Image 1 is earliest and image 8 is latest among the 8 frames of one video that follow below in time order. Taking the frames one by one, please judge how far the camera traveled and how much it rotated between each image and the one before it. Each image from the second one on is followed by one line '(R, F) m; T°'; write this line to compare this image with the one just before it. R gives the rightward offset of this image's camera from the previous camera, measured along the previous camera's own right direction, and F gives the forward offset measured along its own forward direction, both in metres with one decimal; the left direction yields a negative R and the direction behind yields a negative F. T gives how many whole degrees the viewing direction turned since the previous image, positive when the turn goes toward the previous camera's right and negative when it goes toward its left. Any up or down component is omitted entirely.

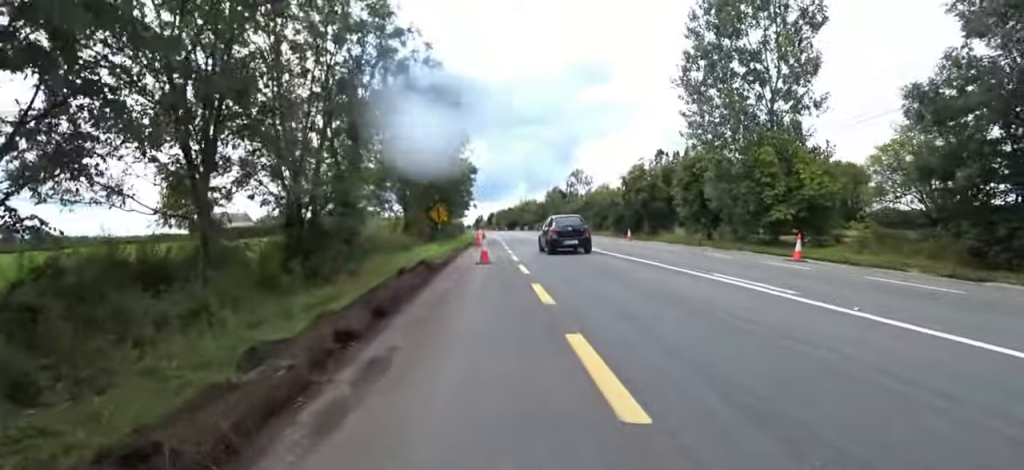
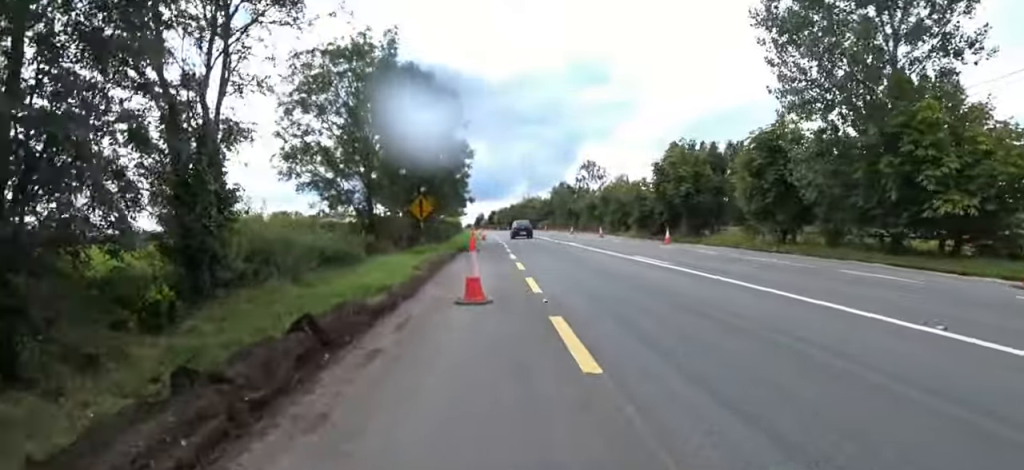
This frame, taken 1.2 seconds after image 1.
(0.0, +7.1) m; +2°
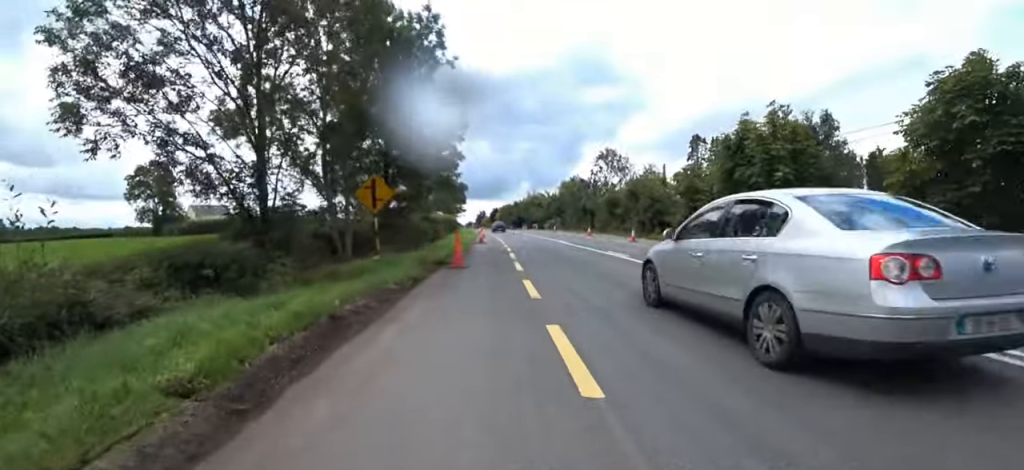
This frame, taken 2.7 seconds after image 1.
(+0.9, +8.4) m; +5°
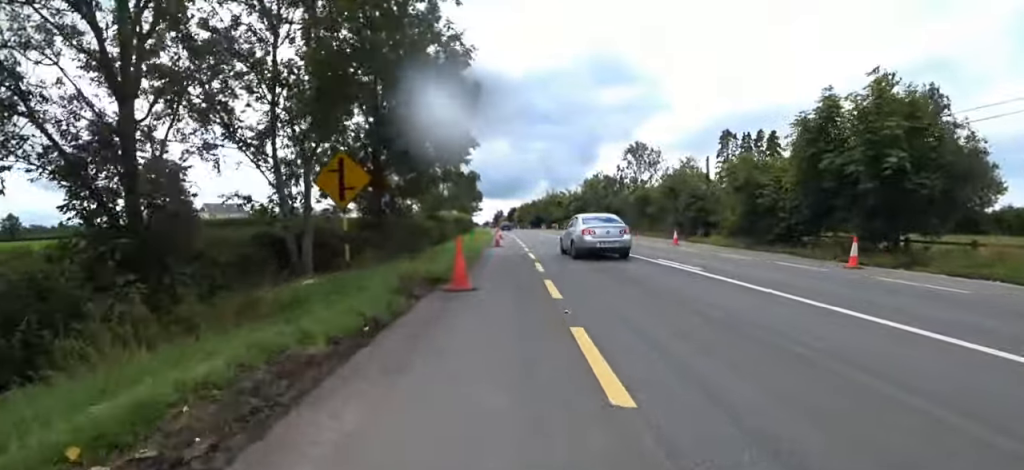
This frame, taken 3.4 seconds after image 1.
(-0.2, +4.2) m; 0°
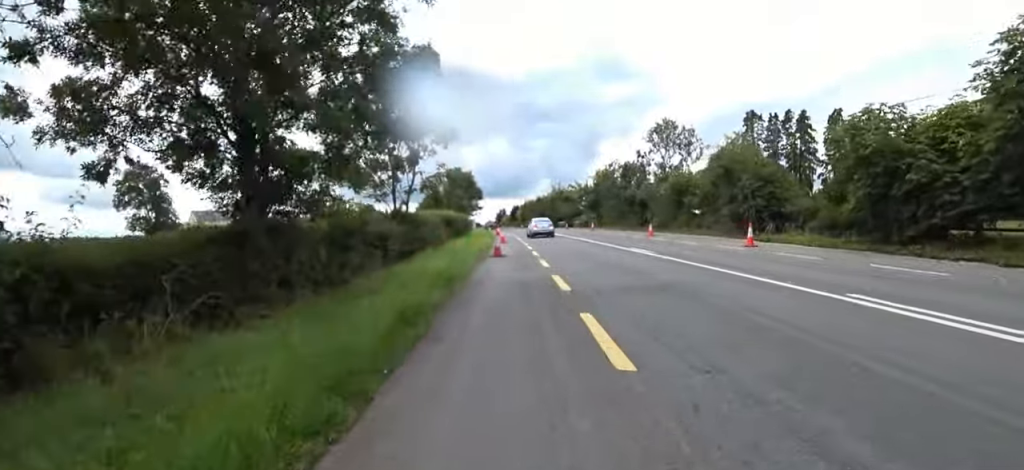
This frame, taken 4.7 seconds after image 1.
(+0.2, +7.5) m; 0°
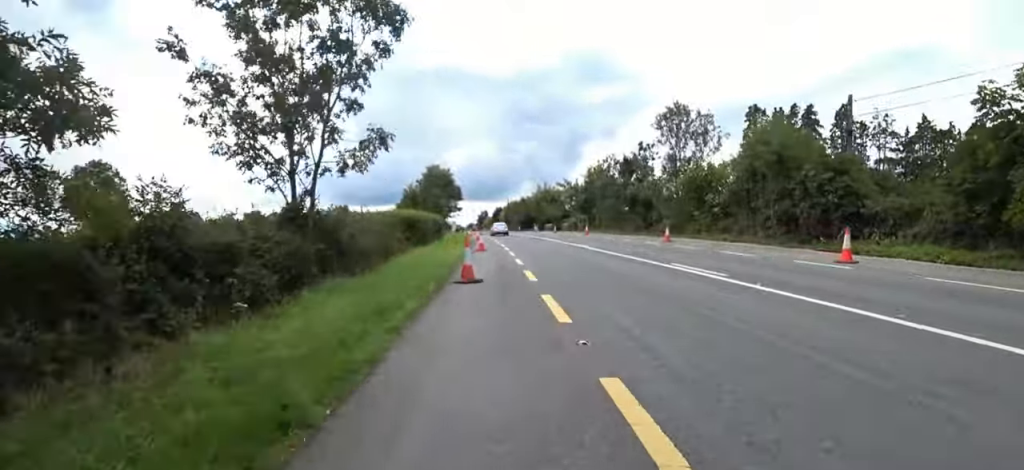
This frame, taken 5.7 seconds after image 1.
(-0.5, +6.4) m; 0°
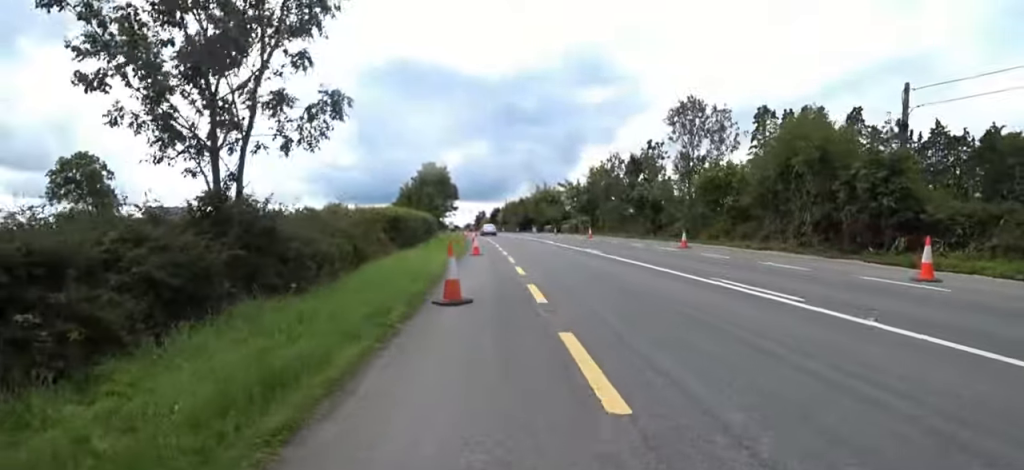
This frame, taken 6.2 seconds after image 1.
(+0.1, +2.6) m; 0°
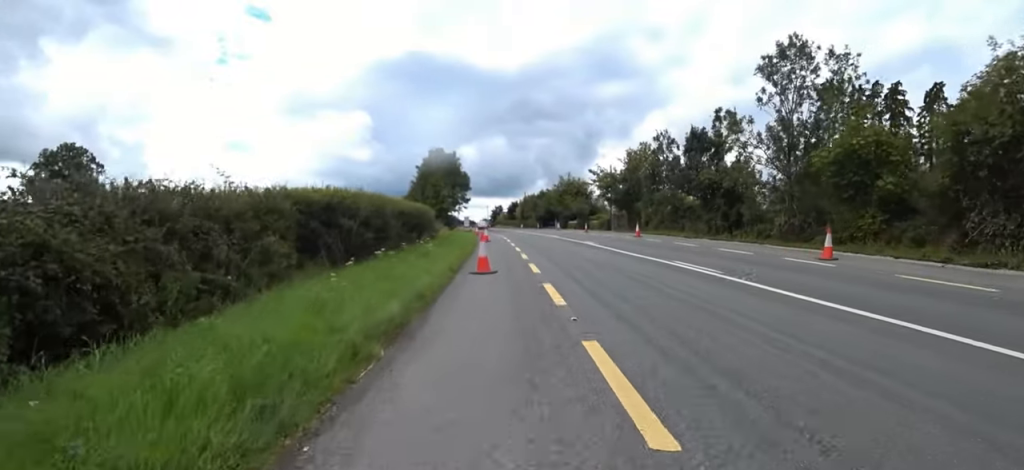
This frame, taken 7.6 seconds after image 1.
(0.0, +8.9) m; 0°
